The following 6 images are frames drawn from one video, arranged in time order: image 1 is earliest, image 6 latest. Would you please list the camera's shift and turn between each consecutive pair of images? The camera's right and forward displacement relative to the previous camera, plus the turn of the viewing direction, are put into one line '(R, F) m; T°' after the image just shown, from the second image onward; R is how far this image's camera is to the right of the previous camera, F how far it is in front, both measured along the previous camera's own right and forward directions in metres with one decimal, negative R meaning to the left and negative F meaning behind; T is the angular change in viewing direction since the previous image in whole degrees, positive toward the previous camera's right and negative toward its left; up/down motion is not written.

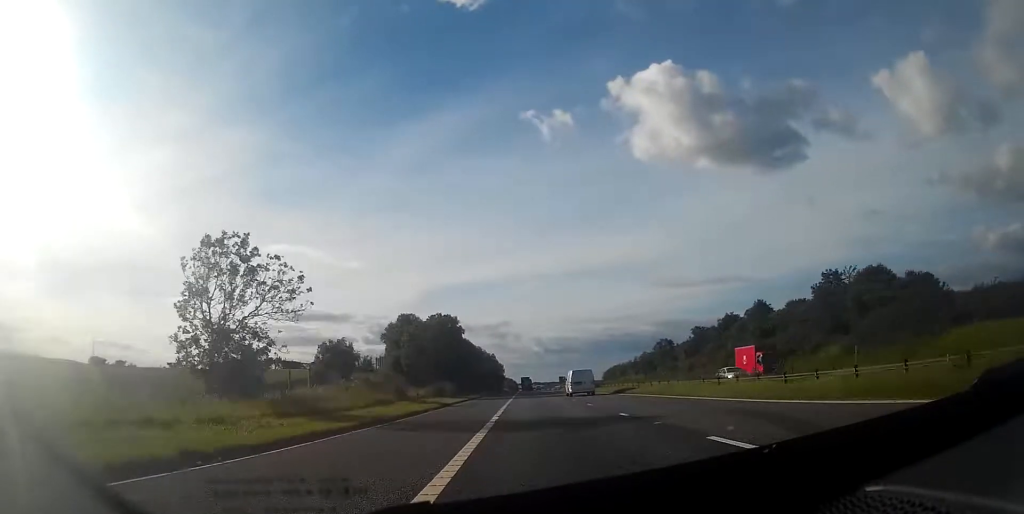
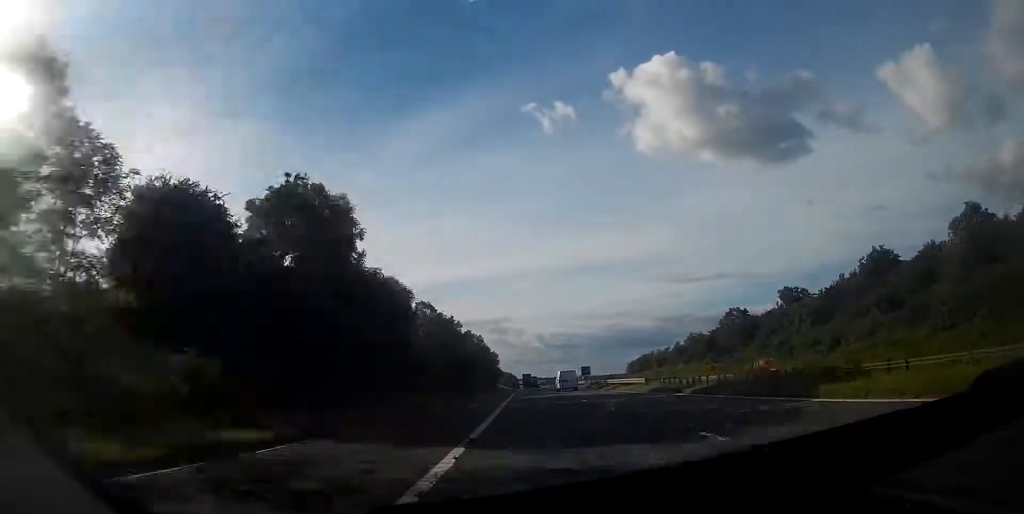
(-0.1, +52.9) m; 0°
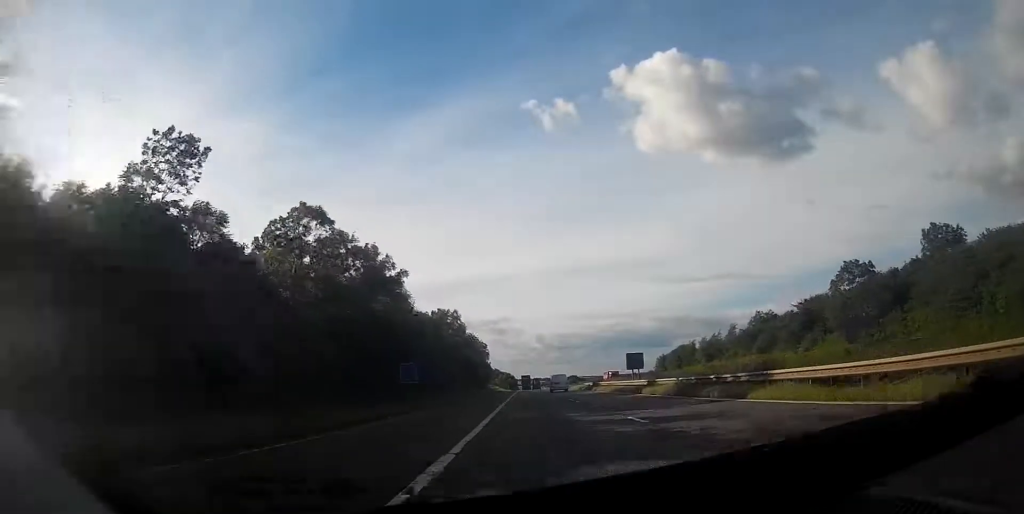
(+0.3, +39.8) m; +1°
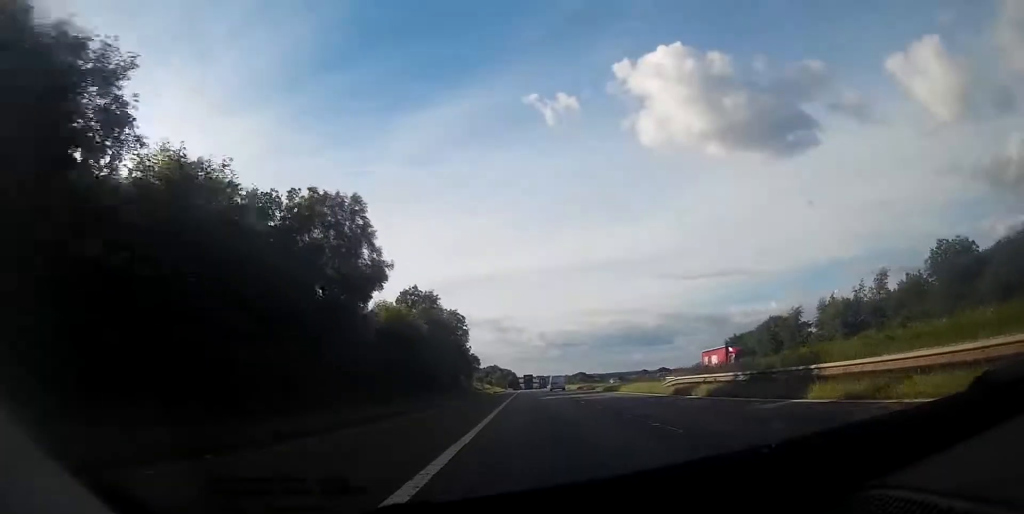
(-0.1, +46.6) m; 0°
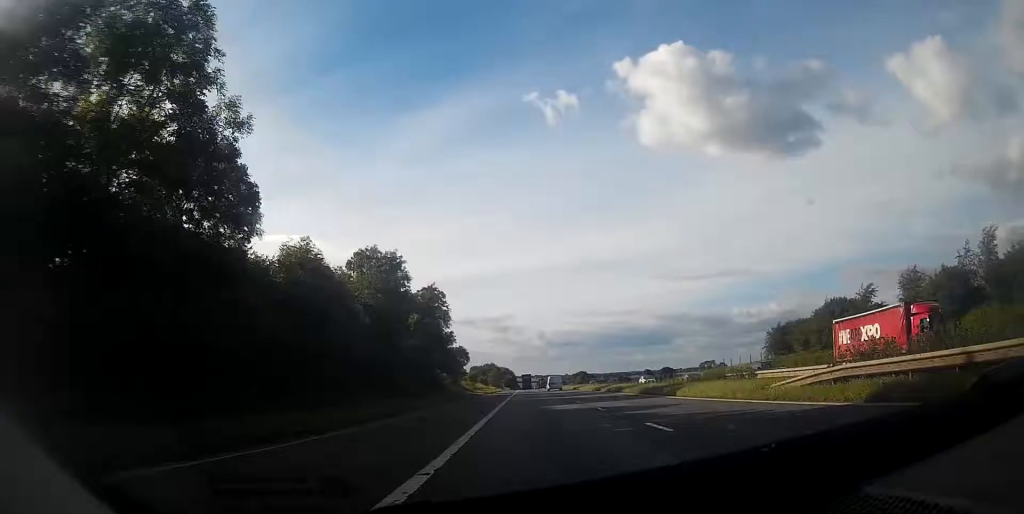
(0.0, +17.2) m; 0°
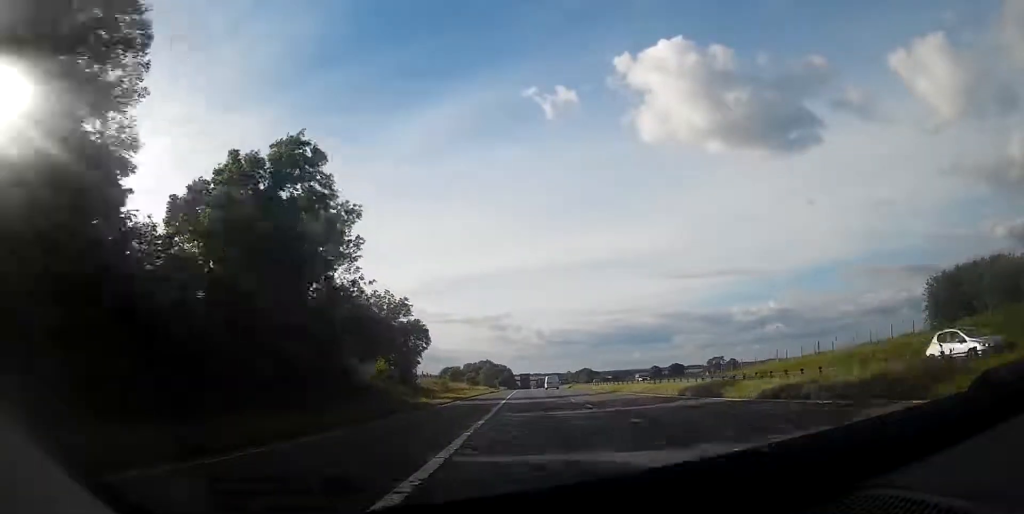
(0.0, +33.6) m; 0°
